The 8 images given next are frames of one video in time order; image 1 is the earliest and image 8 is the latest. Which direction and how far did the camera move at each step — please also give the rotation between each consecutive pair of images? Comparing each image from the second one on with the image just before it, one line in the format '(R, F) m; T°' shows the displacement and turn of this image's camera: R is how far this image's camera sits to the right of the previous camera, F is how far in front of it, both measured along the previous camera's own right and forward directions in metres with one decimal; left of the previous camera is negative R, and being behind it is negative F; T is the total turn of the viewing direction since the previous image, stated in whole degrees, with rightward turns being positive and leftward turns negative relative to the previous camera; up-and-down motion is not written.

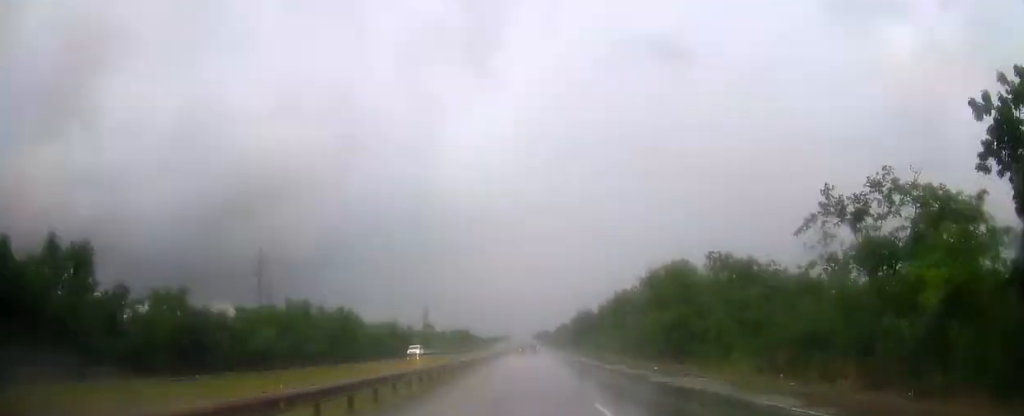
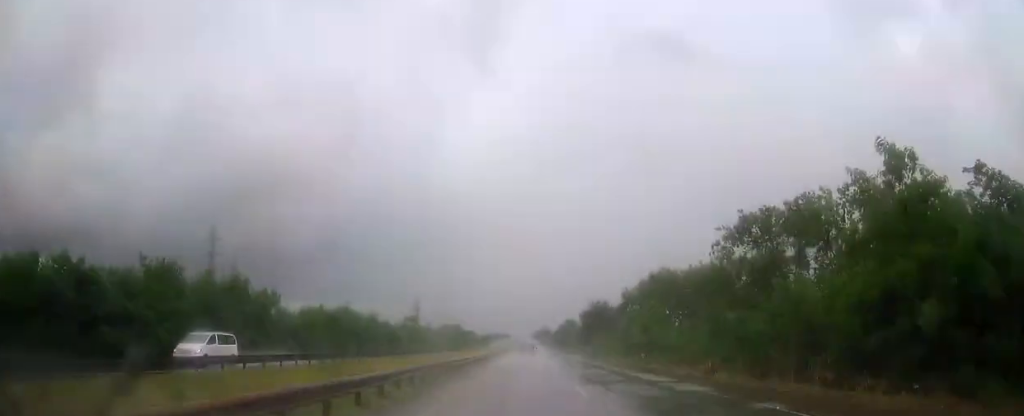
(+0.1, +33.3) m; 0°
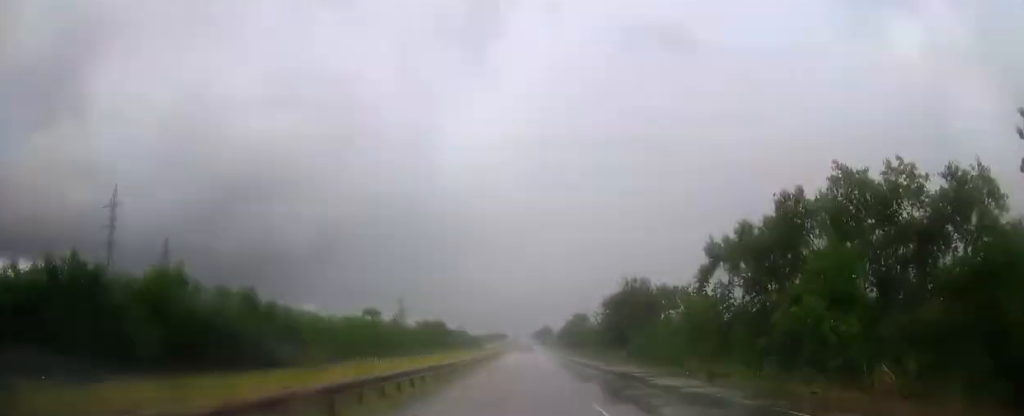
(0.0, +44.7) m; 0°
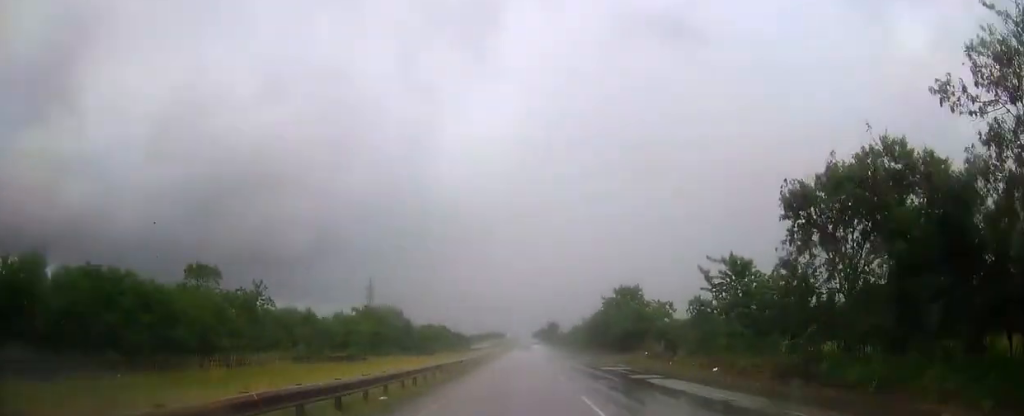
(+0.2, +76.6) m; 0°
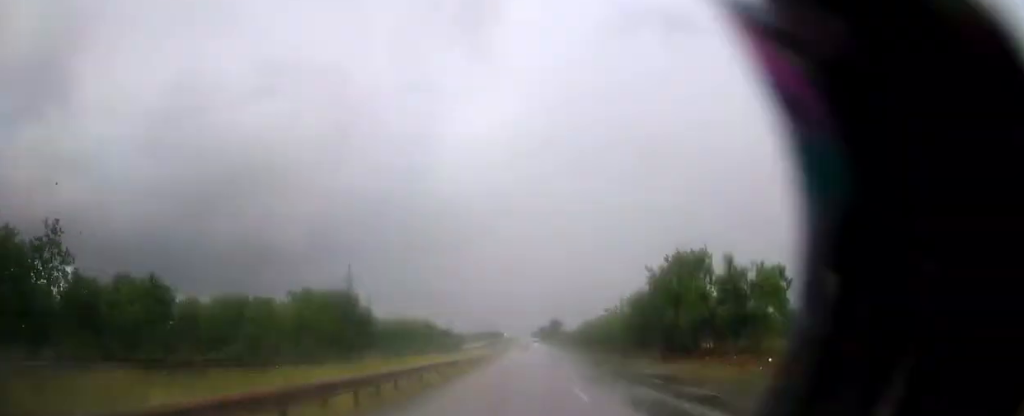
(-0.2, +35.1) m; 0°
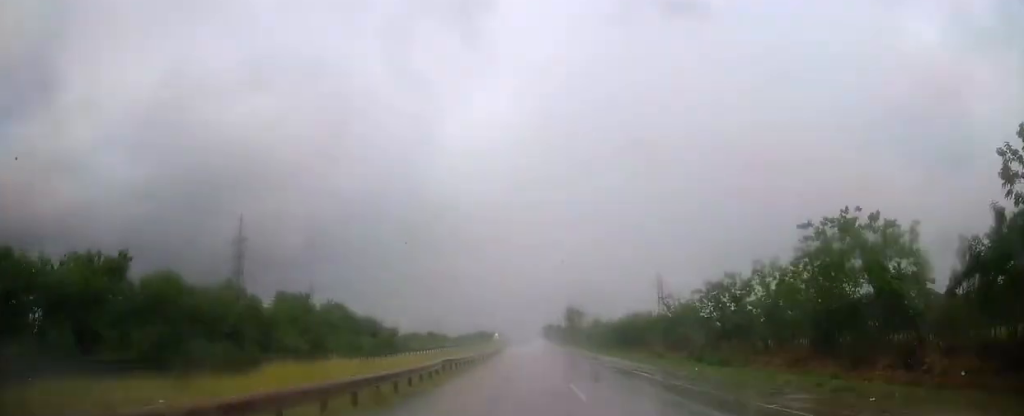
(-0.2, +102.8) m; 0°
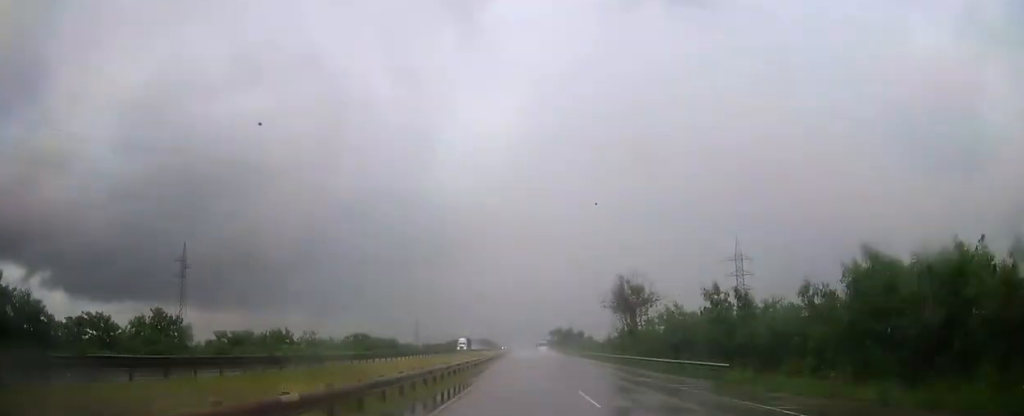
(+0.2, +105.4) m; 0°
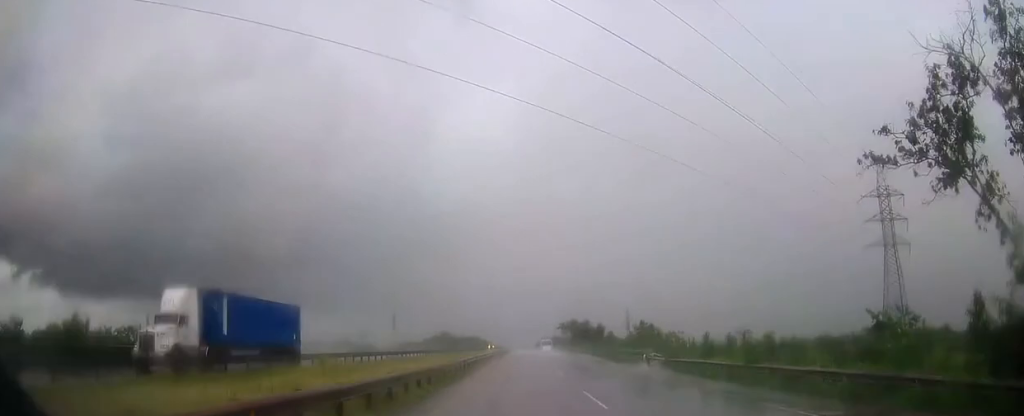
(+0.1, +78.5) m; 0°
